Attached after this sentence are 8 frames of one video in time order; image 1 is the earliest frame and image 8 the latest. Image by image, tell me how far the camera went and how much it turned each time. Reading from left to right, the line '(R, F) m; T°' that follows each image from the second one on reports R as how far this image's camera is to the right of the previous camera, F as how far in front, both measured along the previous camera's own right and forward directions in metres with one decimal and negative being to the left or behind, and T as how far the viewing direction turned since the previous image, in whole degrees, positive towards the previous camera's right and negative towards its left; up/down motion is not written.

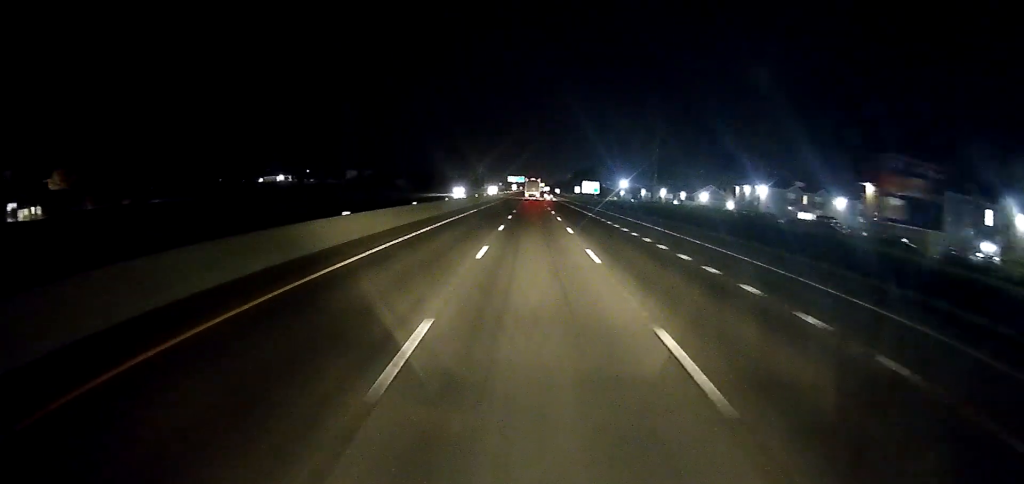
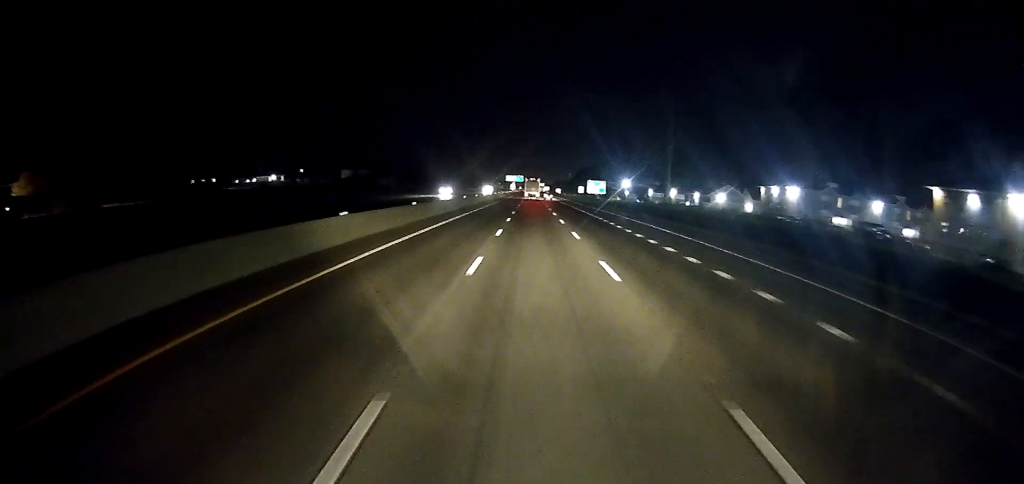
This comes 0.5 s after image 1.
(-0.4, +15.8) m; -1°
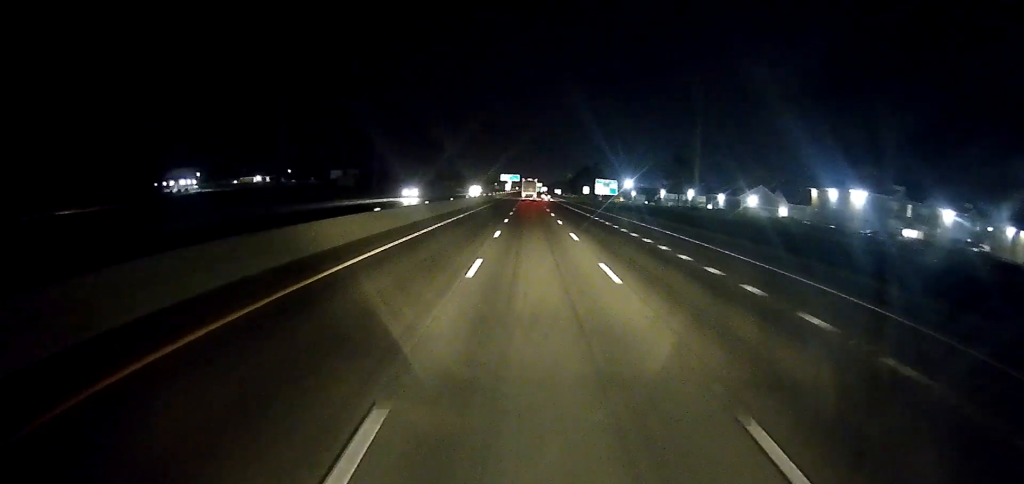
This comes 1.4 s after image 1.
(-0.3, +24.6) m; 0°
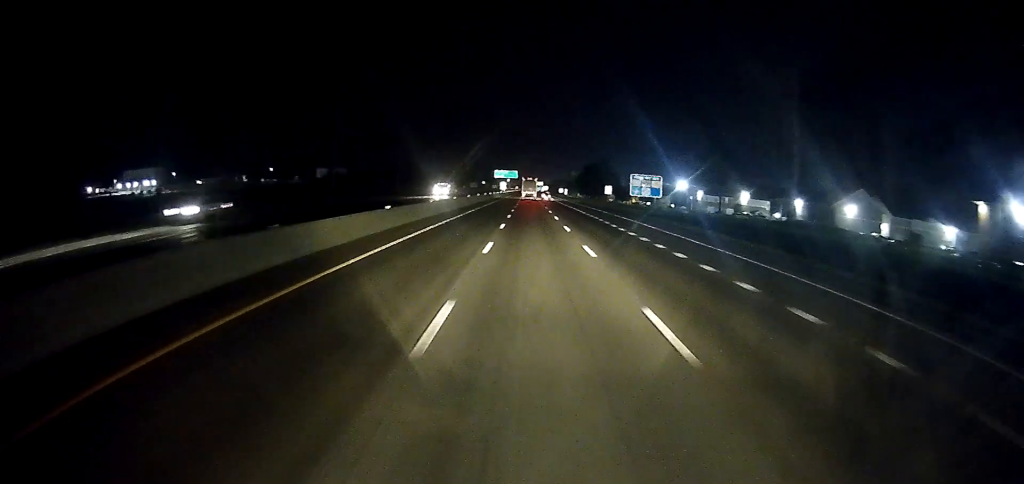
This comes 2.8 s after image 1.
(+0.8, +43.4) m; +1°
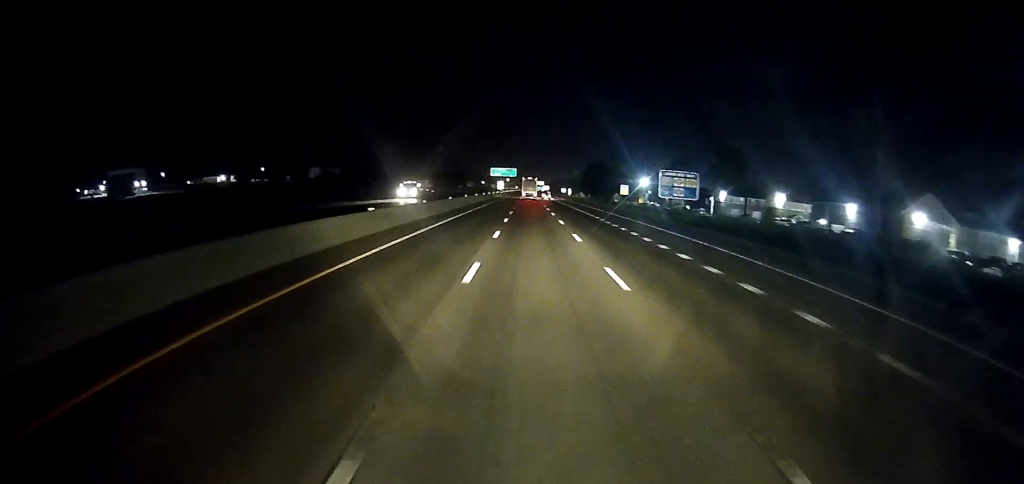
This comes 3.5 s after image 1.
(-0.3, +18.7) m; -1°
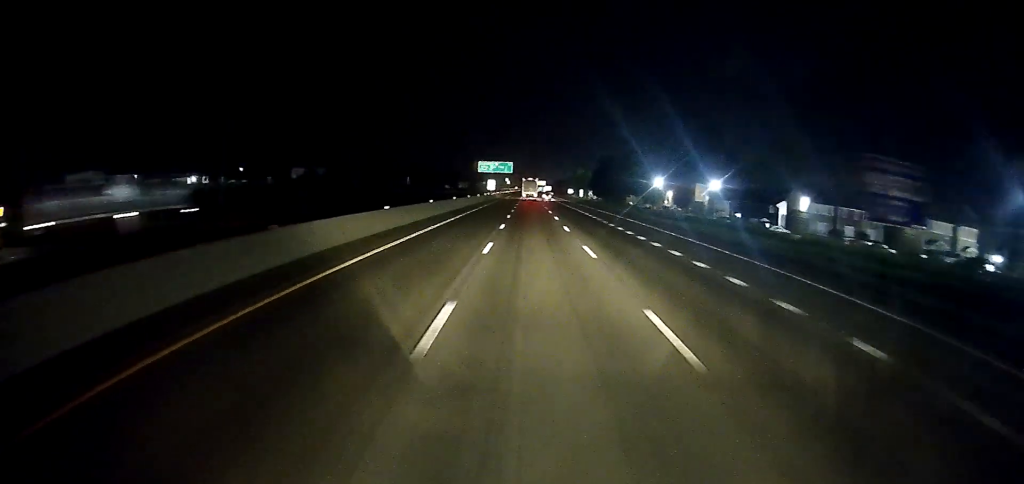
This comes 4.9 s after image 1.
(-0.6, +42.4) m; +1°
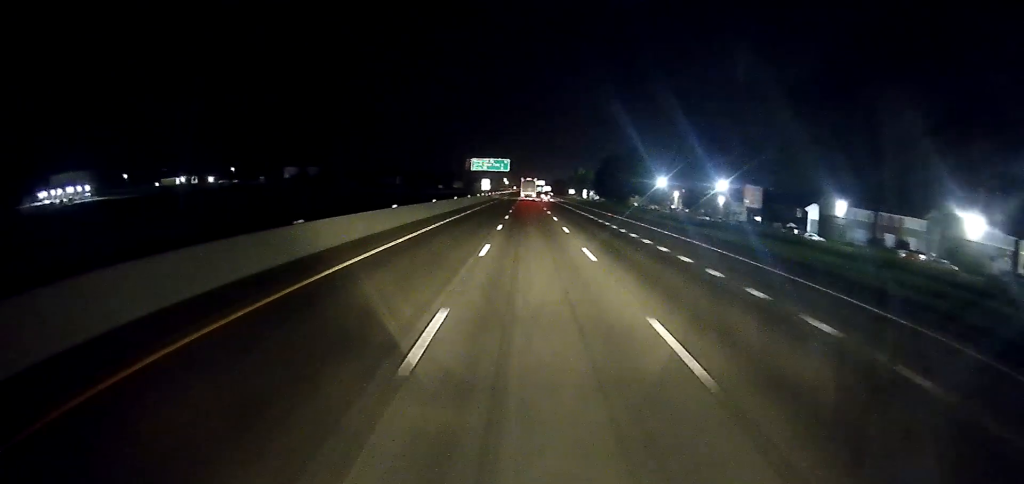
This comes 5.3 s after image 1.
(+0.2, +12.8) m; 0°
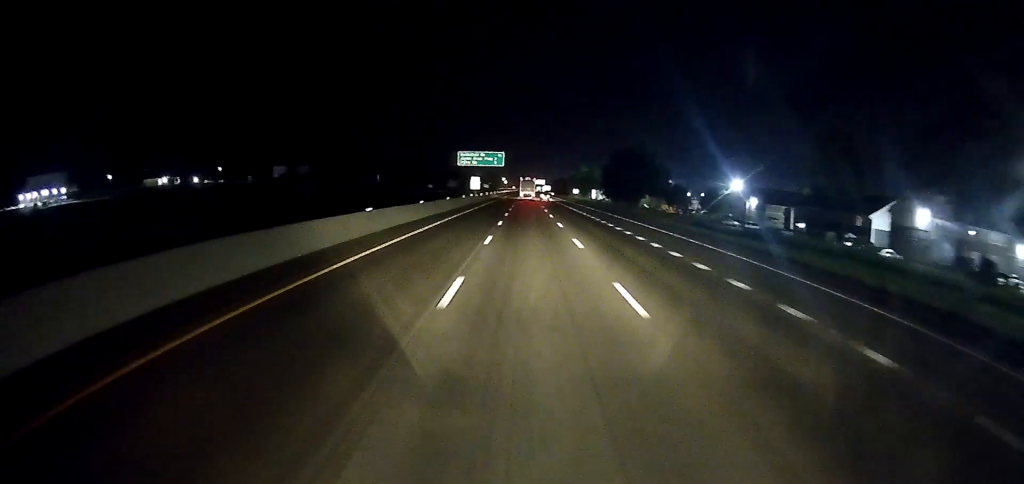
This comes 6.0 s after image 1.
(+0.4, +20.7) m; 0°
